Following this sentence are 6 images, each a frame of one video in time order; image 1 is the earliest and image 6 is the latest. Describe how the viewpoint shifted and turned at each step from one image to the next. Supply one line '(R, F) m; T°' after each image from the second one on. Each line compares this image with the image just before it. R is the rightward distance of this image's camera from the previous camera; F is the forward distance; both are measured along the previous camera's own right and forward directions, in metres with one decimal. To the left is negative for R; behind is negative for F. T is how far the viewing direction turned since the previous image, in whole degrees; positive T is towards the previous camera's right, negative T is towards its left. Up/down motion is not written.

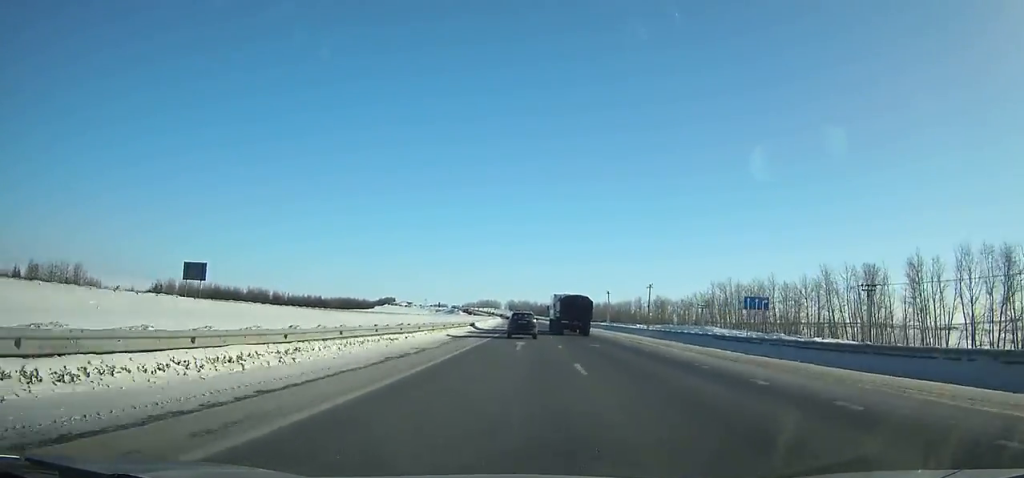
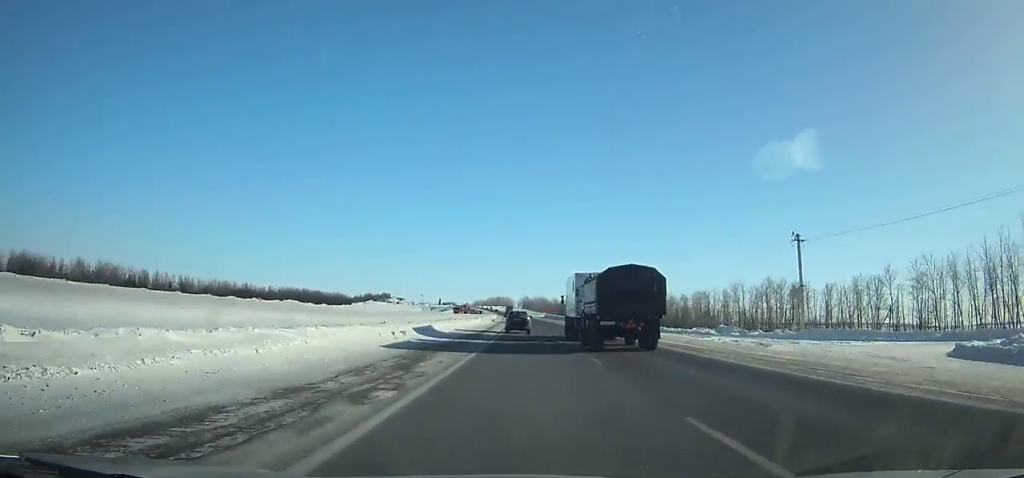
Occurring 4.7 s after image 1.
(-1.1, +114.8) m; -1°
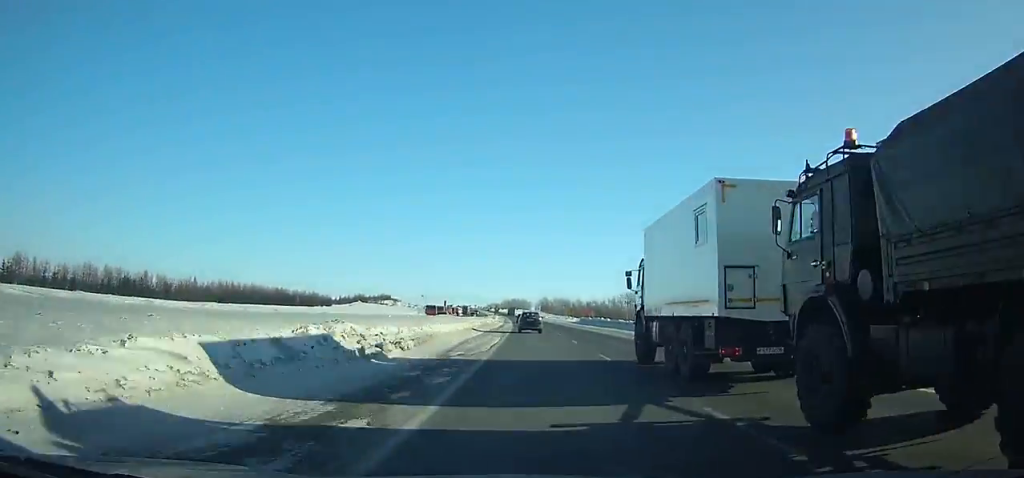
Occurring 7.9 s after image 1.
(-0.9, +82.0) m; -1°
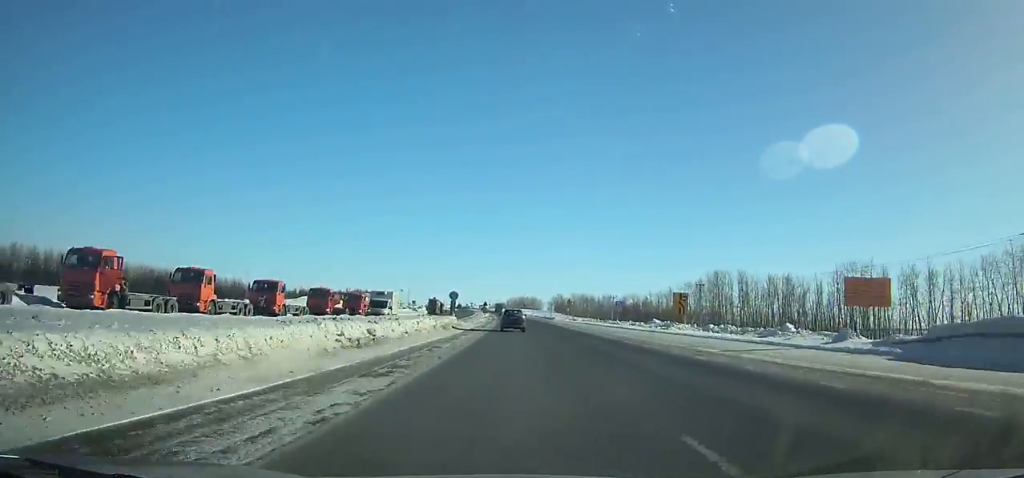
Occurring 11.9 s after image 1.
(-1.2, +102.7) m; -1°
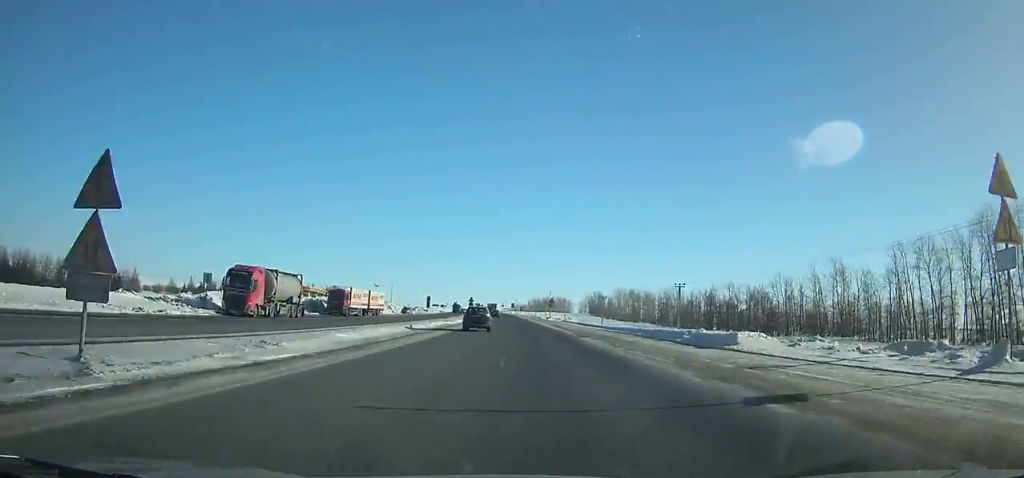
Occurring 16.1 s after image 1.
(-1.2, +104.6) m; -2°
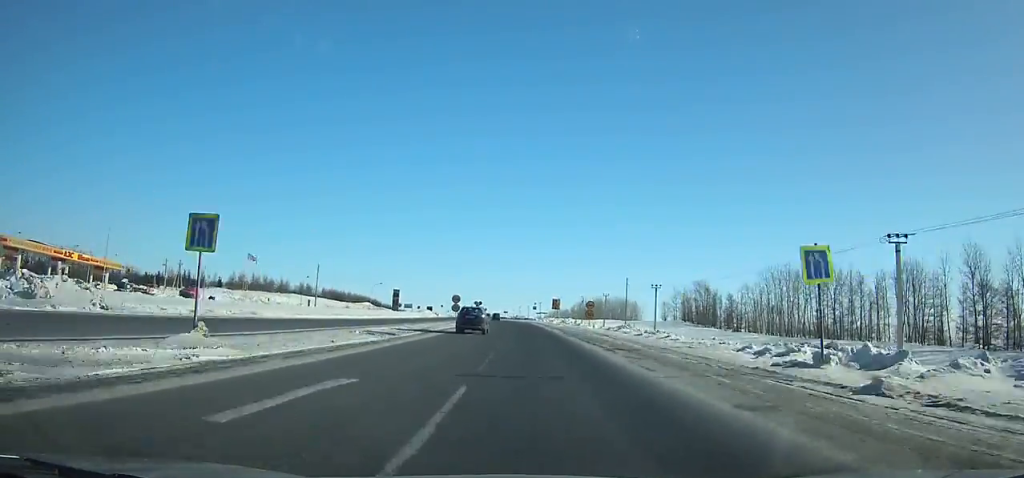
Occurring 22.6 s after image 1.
(-5.8, +153.2) m; -4°
